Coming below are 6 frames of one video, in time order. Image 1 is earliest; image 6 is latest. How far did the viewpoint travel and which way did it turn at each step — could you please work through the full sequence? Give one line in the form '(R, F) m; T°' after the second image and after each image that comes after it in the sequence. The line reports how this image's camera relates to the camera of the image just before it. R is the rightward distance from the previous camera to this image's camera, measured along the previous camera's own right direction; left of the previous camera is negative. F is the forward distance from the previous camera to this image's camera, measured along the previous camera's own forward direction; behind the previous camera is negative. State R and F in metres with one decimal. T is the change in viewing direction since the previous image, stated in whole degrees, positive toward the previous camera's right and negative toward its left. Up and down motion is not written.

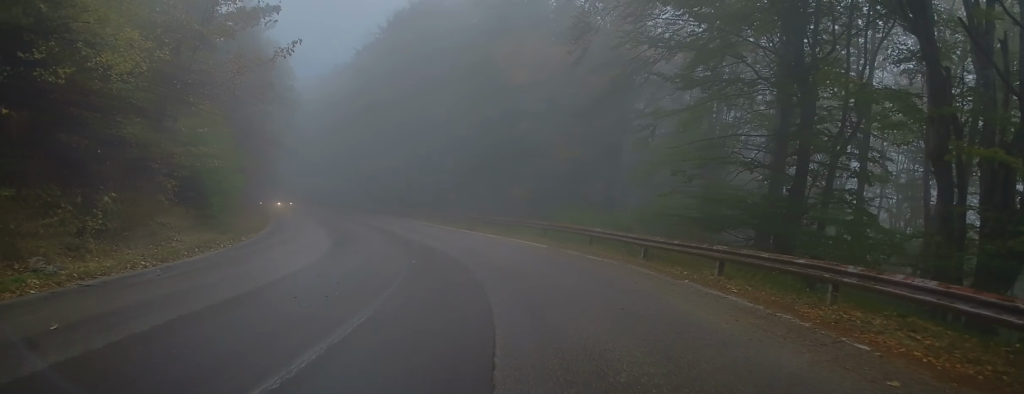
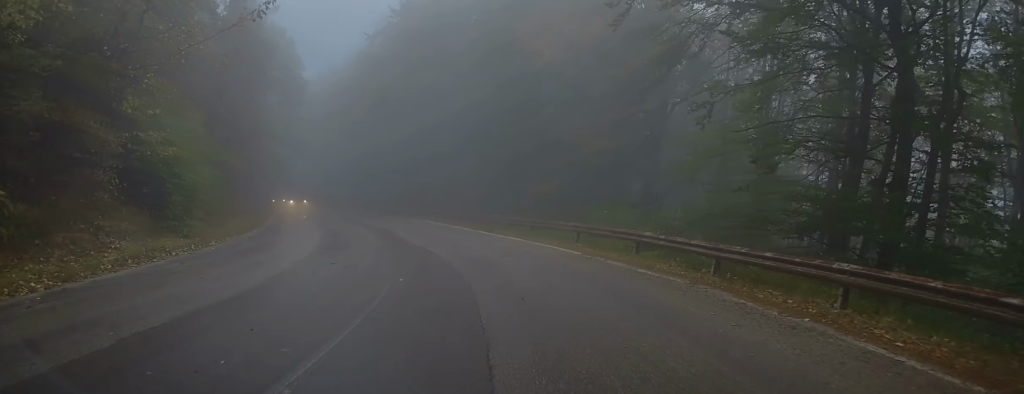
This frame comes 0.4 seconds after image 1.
(0.0, +4.1) m; -1°
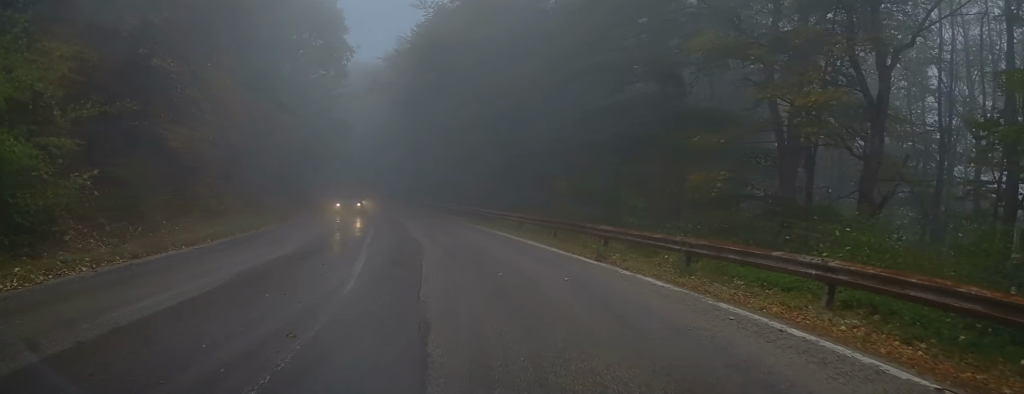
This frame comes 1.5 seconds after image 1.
(-0.4, +11.8) m; -8°
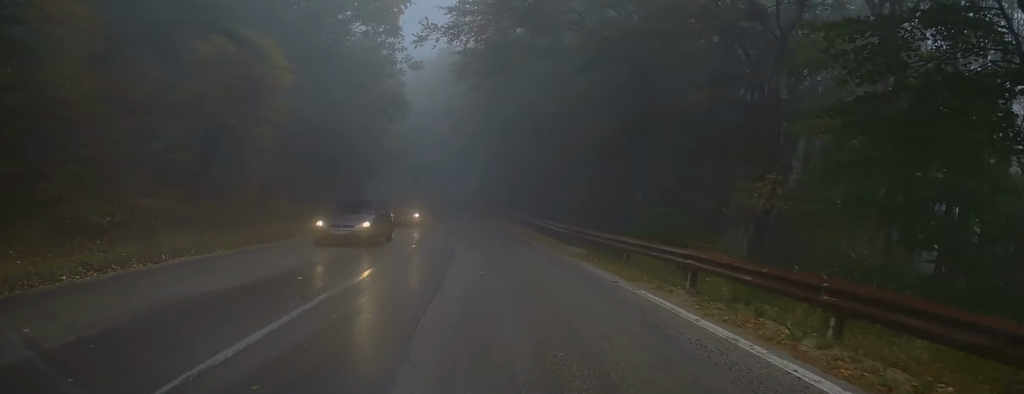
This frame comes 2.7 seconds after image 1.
(-1.3, +12.5) m; -9°
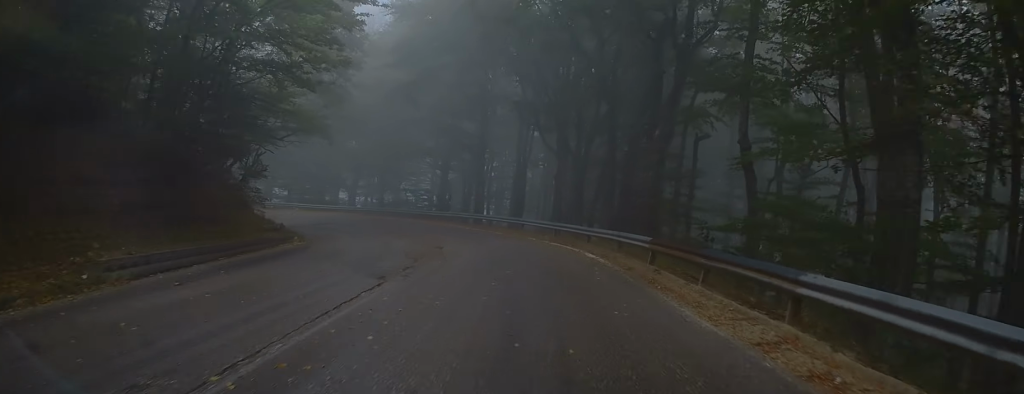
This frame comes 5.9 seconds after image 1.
(-1.1, +32.6) m; -1°
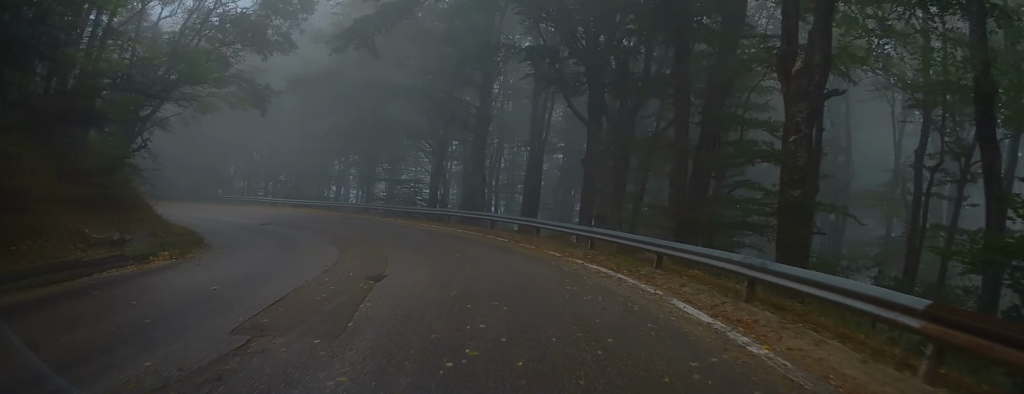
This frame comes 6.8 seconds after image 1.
(+0.1, +9.6) m; -3°
